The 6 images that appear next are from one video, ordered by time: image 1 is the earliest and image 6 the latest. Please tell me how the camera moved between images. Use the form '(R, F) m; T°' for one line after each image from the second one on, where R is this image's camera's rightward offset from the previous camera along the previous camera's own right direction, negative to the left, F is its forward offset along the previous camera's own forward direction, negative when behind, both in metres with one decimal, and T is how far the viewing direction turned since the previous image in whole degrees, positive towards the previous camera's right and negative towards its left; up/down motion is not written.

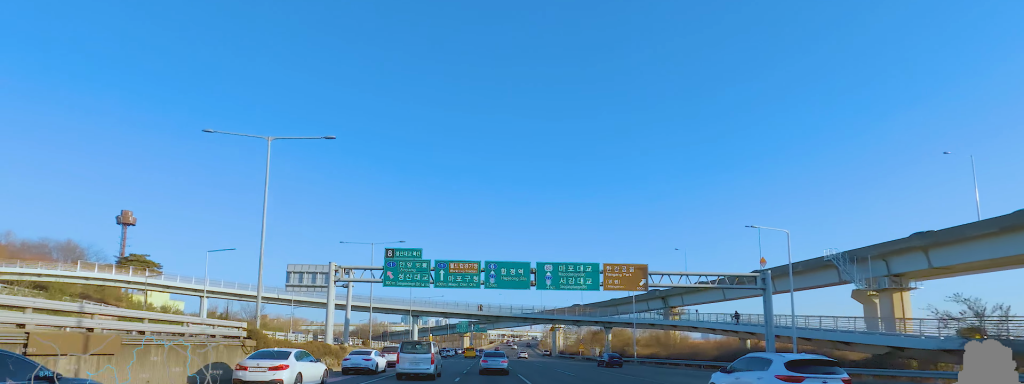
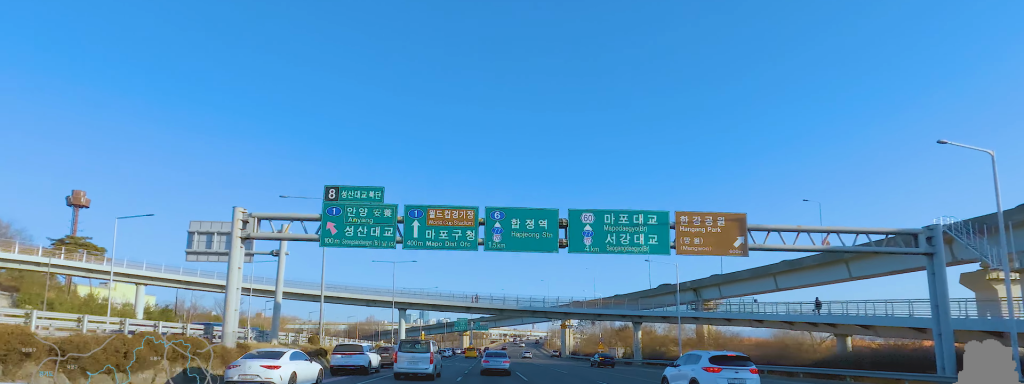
(-0.9, +16.3) m; +1°
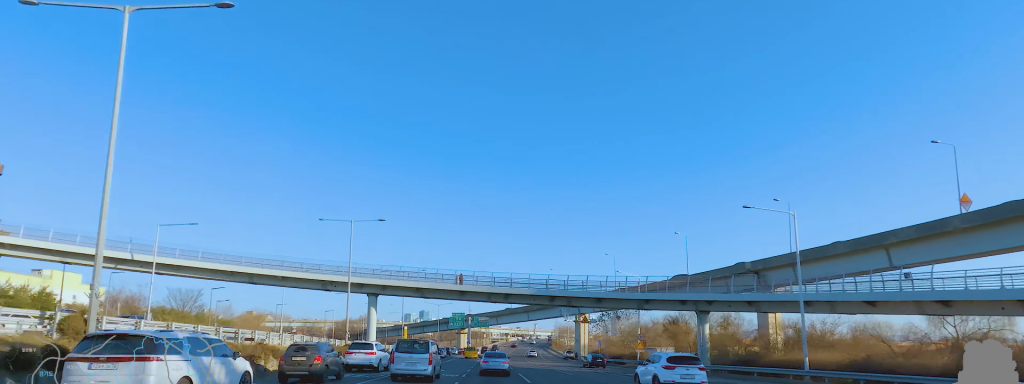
(+1.5, +21.8) m; +3°
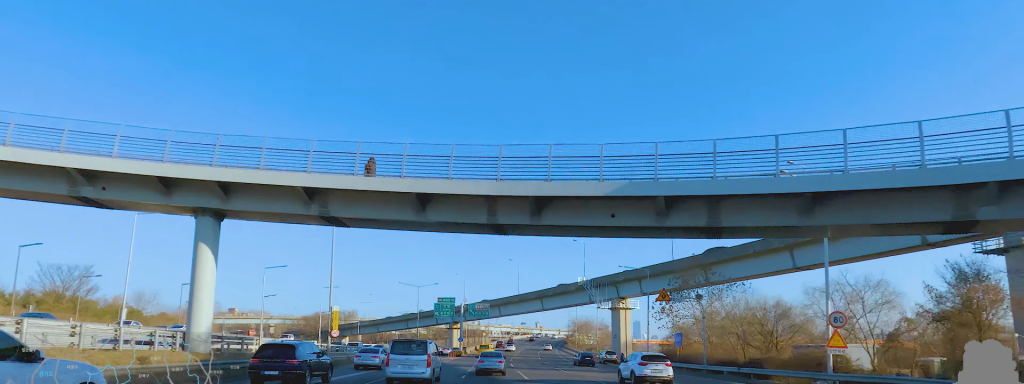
(+0.2, +36.0) m; 0°
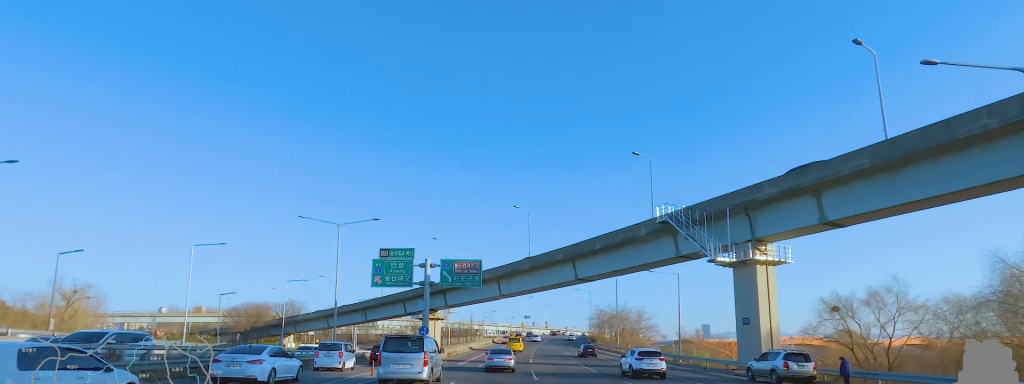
(+0.3, +43.1) m; +2°
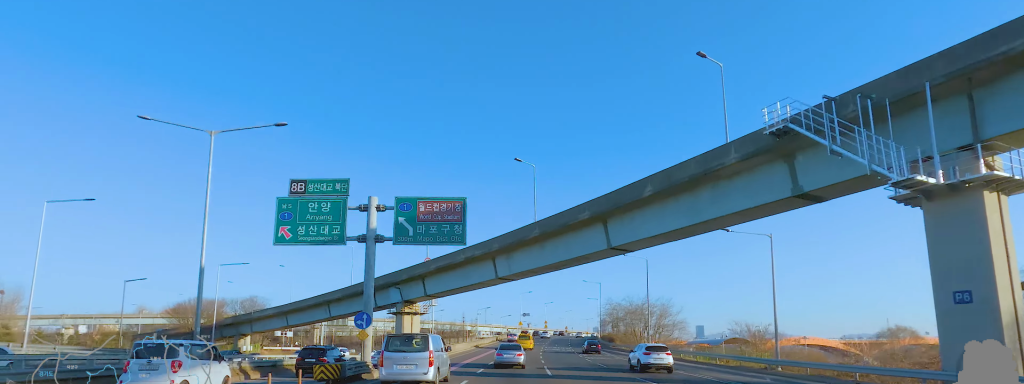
(0.0, +18.2) m; 0°
